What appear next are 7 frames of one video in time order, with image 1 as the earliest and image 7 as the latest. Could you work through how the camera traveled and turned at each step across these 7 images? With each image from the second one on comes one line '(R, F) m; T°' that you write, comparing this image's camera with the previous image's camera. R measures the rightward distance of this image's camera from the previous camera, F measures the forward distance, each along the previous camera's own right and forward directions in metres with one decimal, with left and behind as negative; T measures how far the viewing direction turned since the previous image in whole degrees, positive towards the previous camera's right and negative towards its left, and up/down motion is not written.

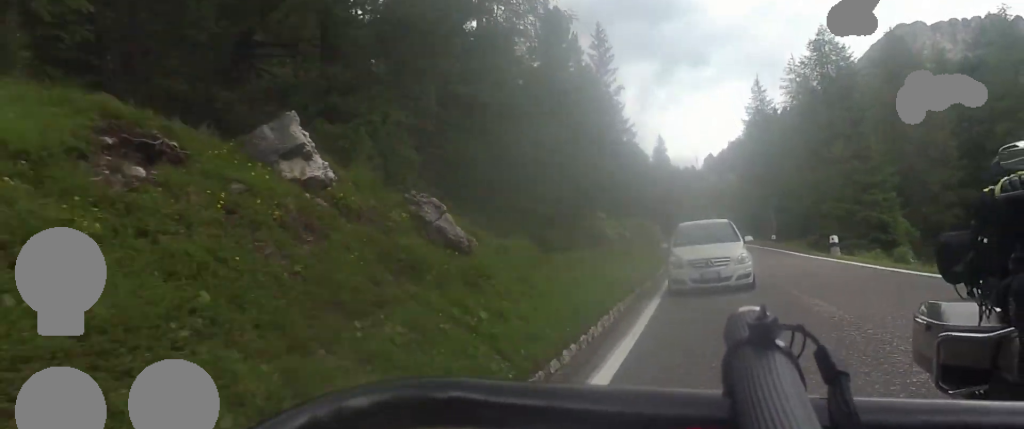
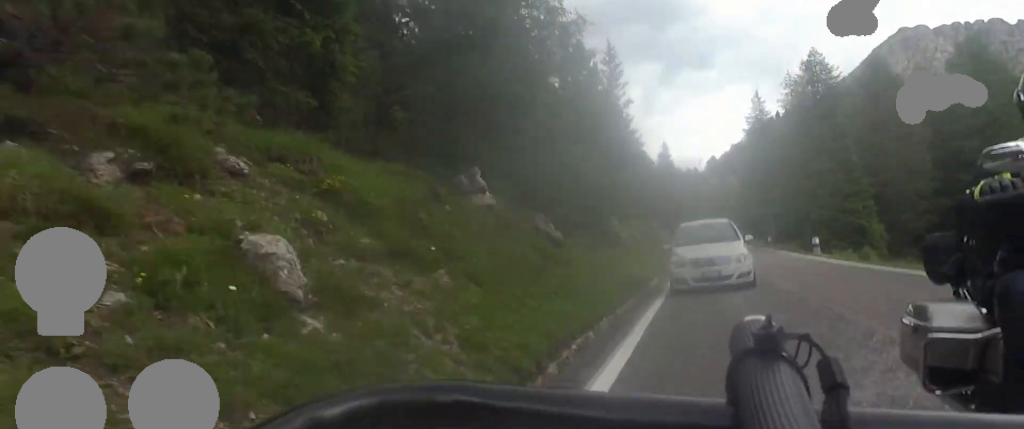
(0.0, +4.9) m; 0°
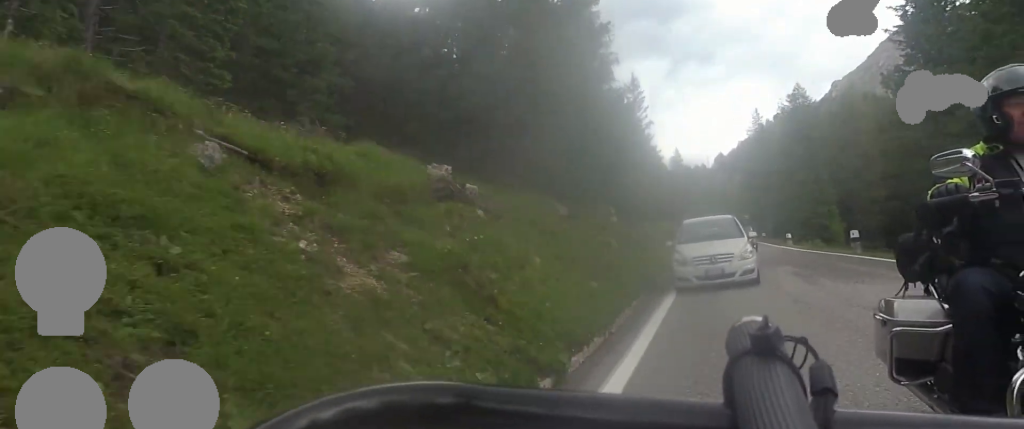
(0.0, +14.2) m; 0°
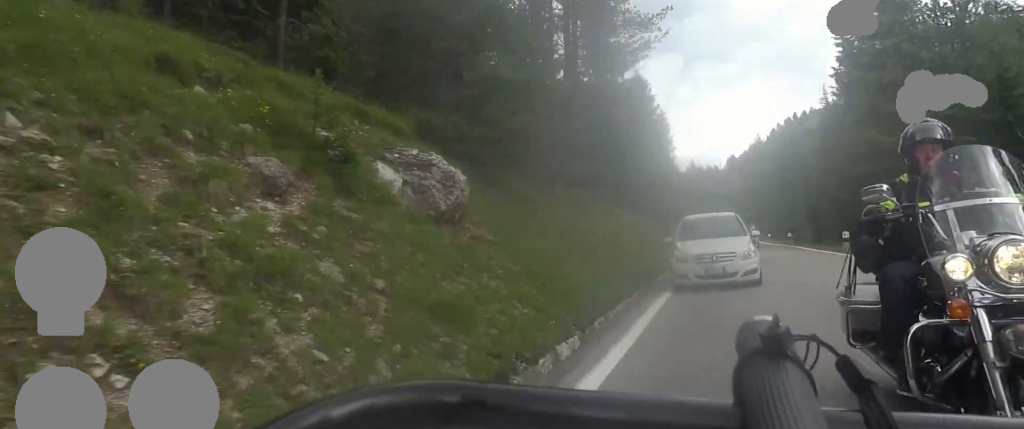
(0.0, +23.4) m; 0°
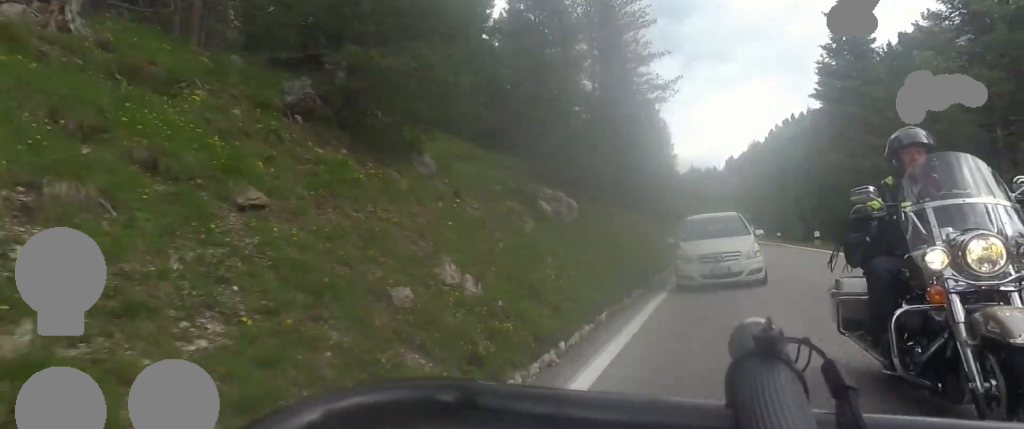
(0.0, +7.2) m; -4°
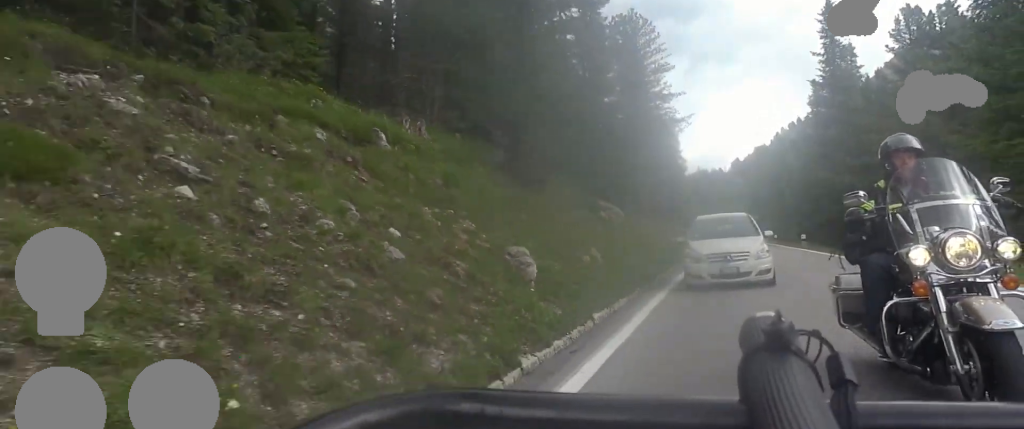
(-0.1, +7.0) m; -4°
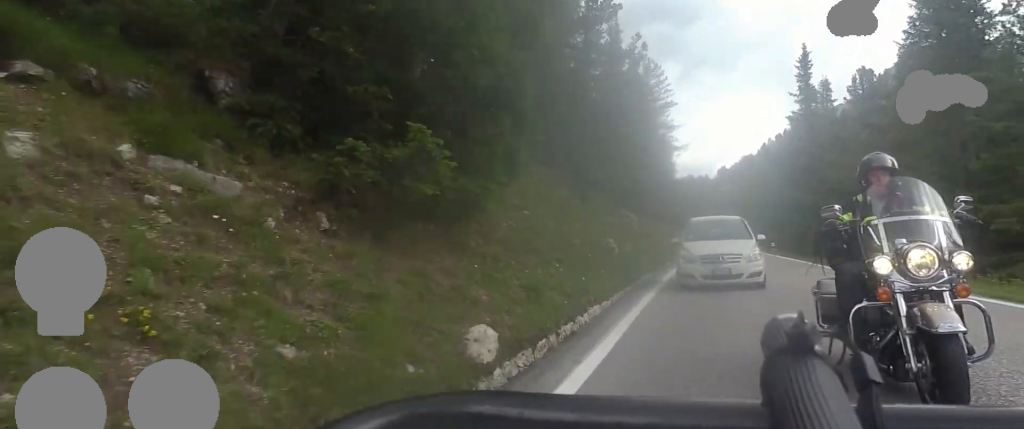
(-1.1, +8.1) m; +9°
